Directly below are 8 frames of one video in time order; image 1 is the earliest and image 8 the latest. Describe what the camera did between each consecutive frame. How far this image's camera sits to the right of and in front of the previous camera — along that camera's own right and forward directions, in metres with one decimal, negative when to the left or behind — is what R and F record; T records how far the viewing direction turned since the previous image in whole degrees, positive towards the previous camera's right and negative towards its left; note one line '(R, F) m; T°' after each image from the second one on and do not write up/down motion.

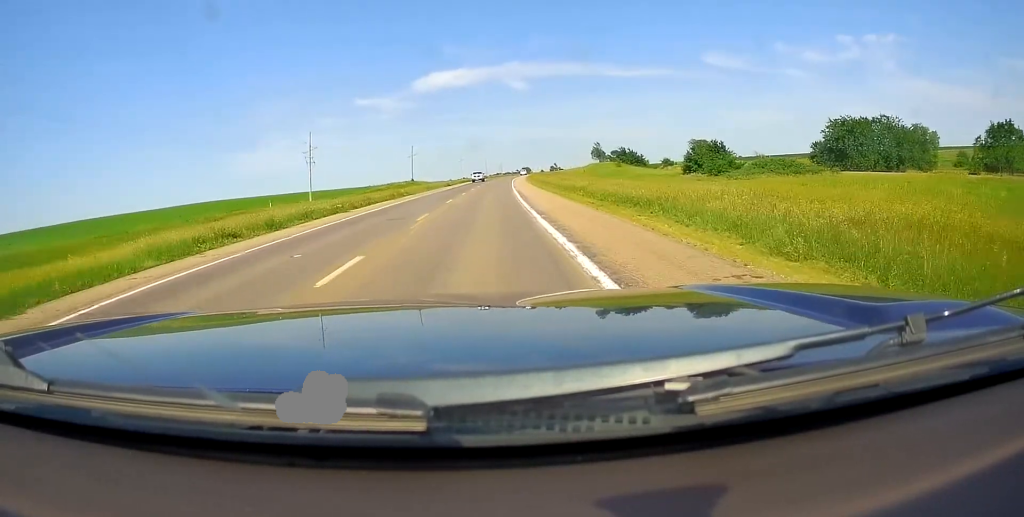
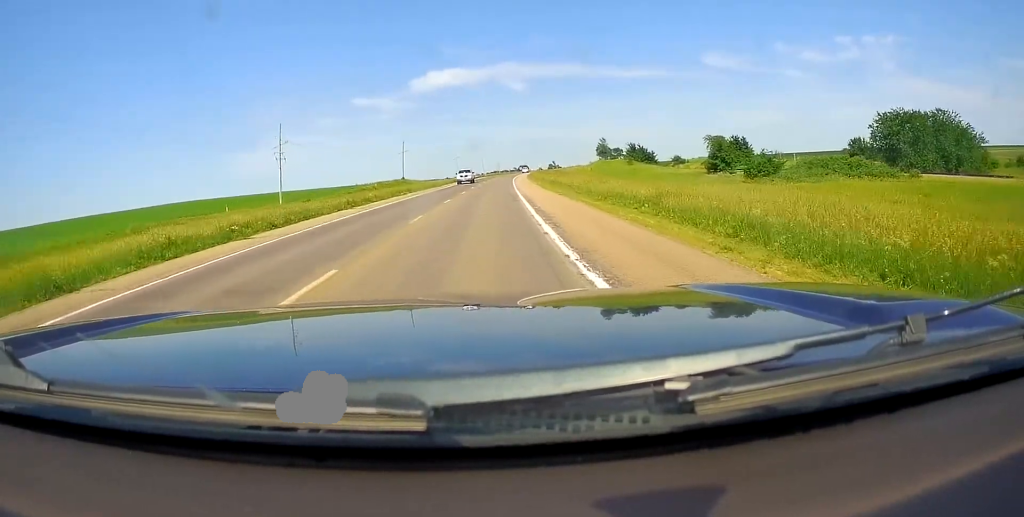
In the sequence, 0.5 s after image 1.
(0.0, +13.7) m; 0°
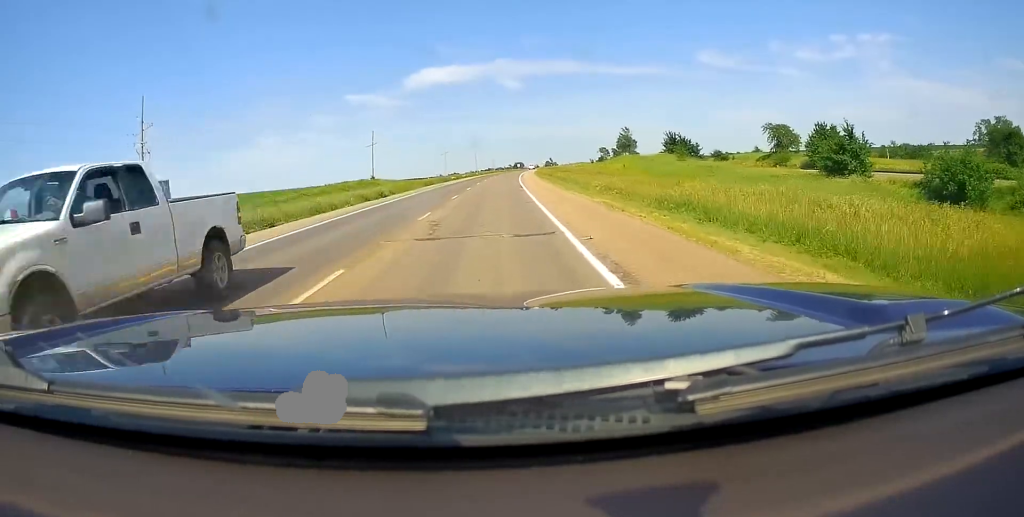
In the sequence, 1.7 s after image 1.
(-0.1, +36.6) m; +1°
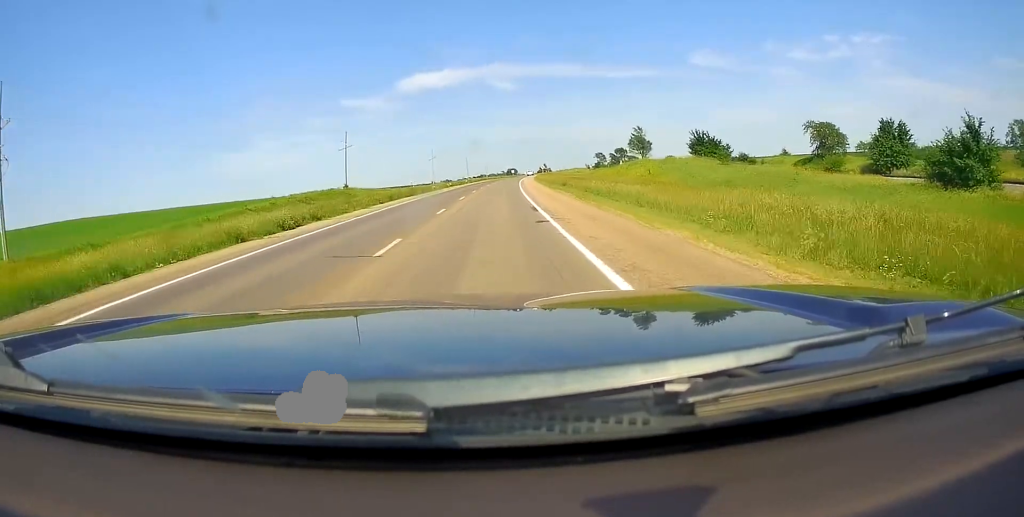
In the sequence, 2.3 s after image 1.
(+0.1, +18.9) m; +1°
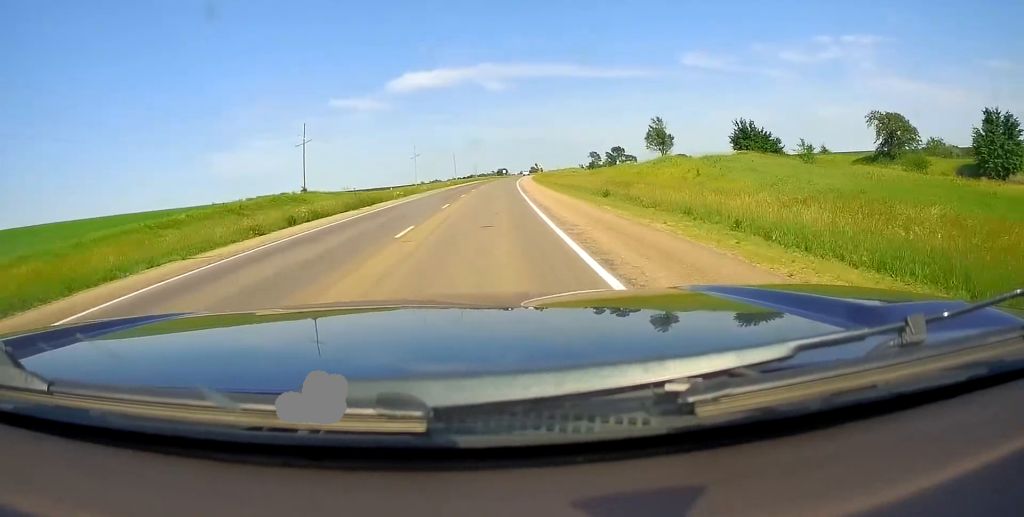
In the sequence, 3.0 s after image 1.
(+0.4, +21.0) m; +1°
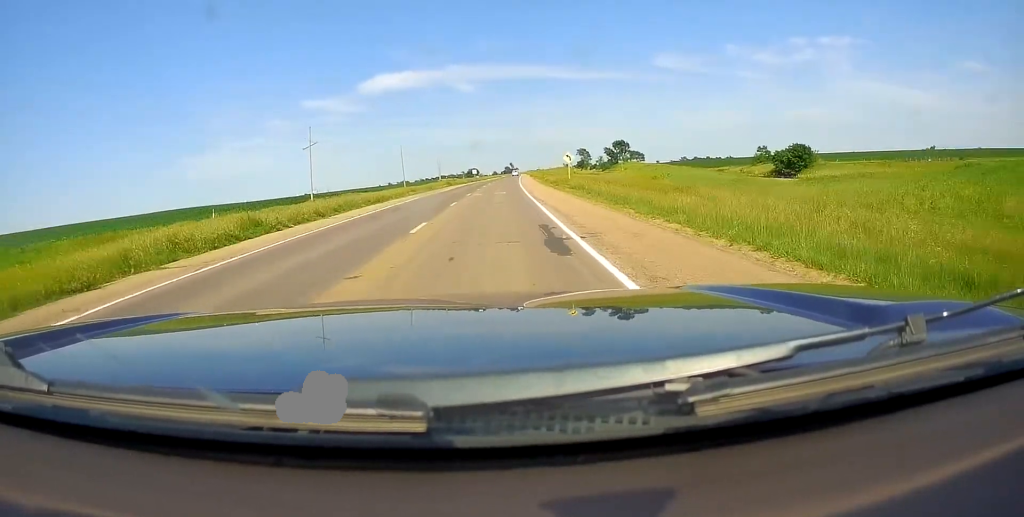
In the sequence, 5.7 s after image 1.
(+0.6, +84.1) m; +1°
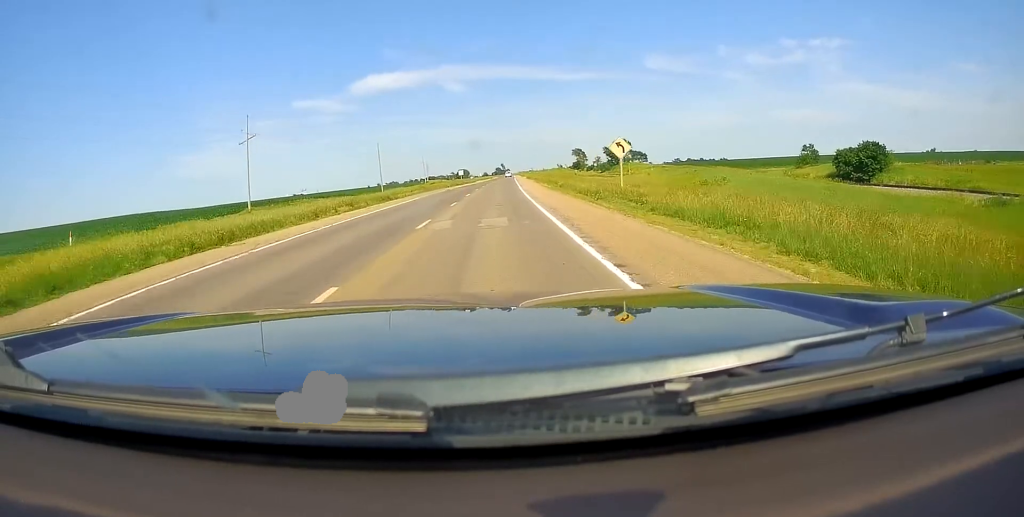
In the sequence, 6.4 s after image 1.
(+0.1, +23.1) m; +1°
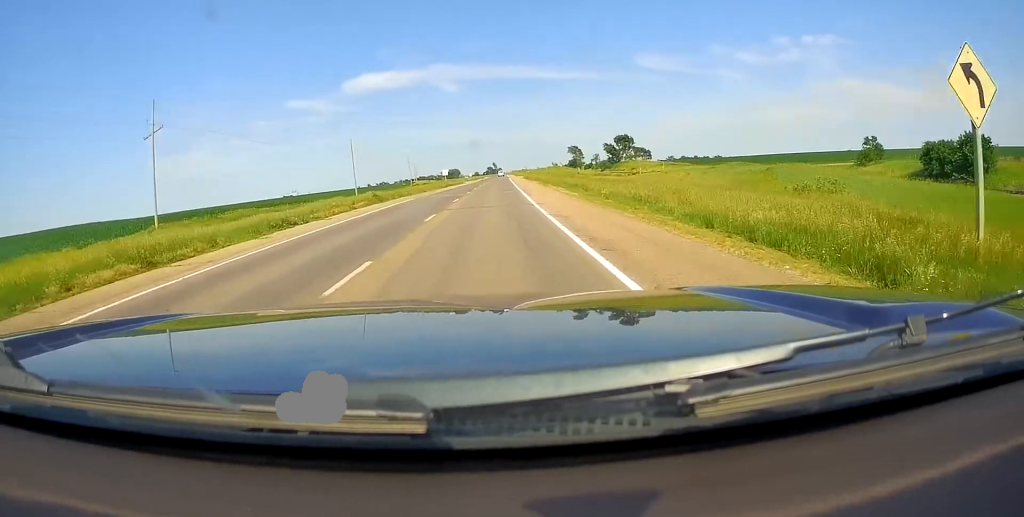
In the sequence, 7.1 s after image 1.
(+0.7, +21.6) m; +1°
